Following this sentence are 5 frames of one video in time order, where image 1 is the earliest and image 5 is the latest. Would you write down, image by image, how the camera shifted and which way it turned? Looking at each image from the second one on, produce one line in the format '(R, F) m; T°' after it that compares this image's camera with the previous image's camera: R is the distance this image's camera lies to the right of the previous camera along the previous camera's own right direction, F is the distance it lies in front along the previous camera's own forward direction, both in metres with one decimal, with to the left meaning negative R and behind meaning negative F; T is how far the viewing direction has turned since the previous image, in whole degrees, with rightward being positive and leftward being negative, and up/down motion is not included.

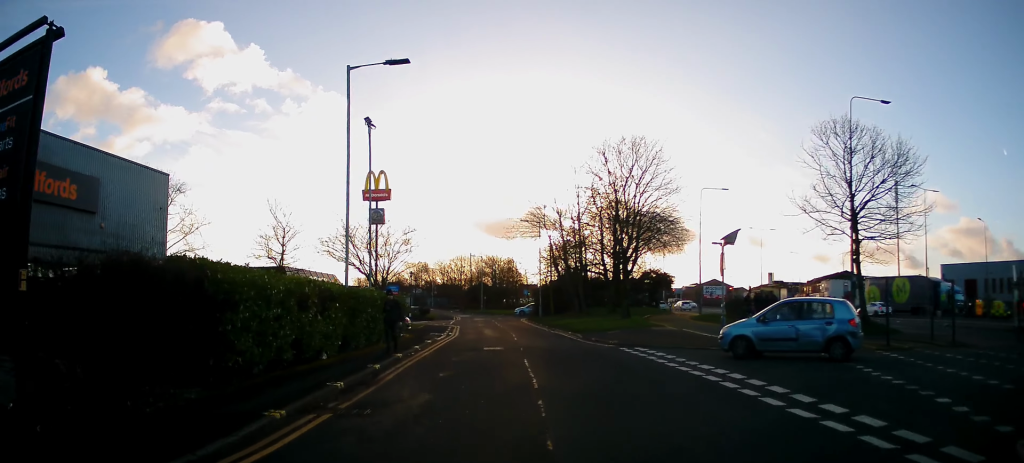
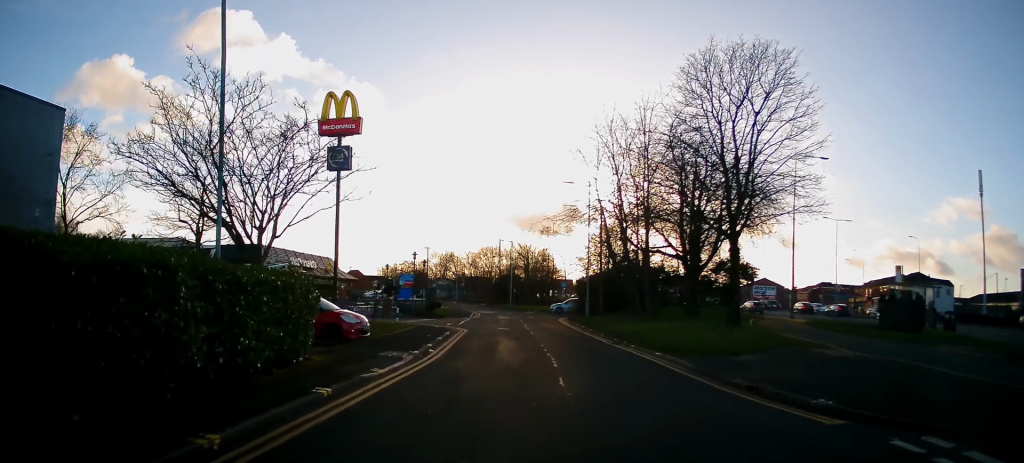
(+0.2, +13.5) m; -4°
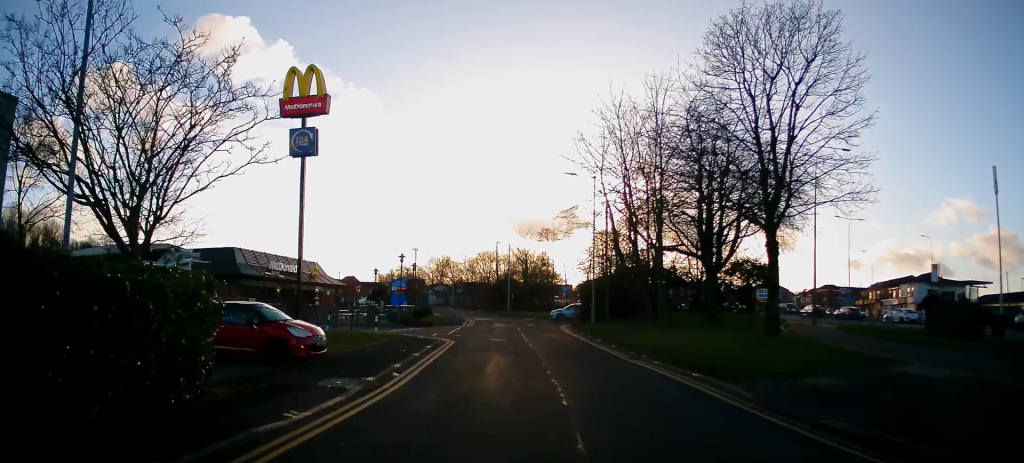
(0.0, +3.9) m; -2°
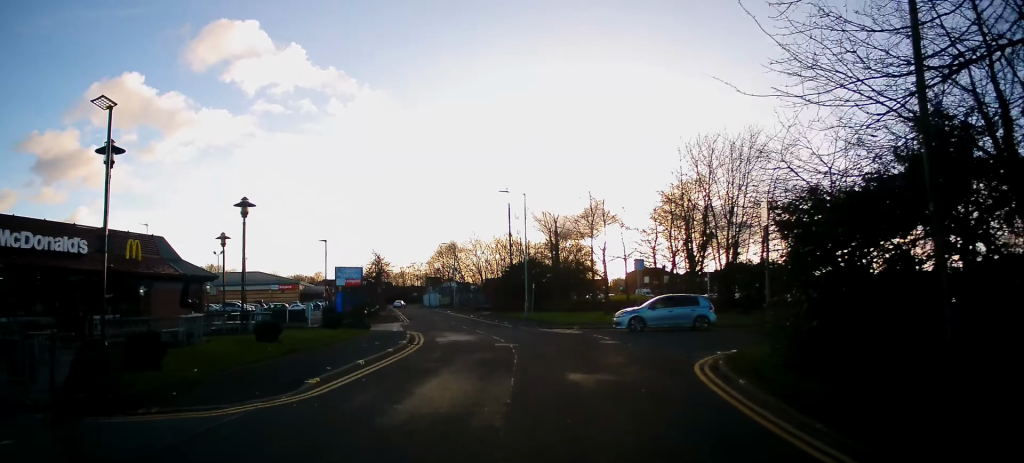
(+1.0, +29.5) m; +1°
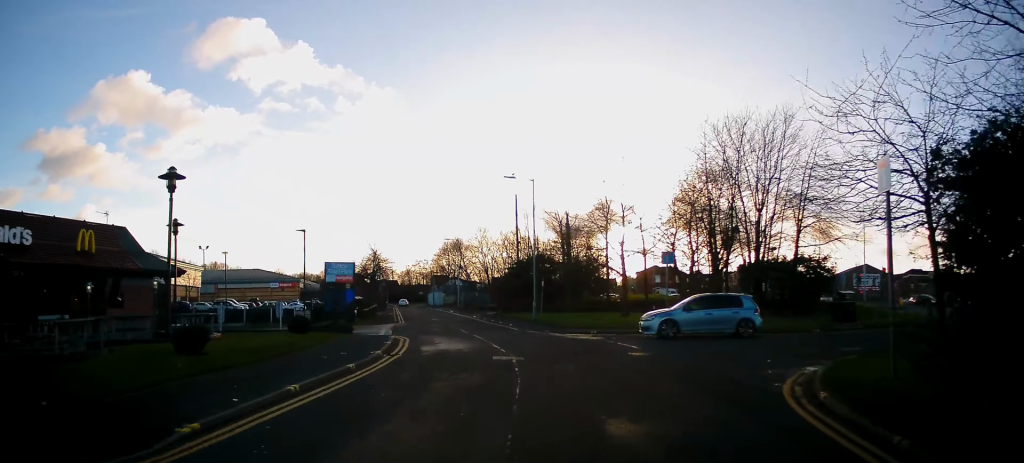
(+0.1, +4.3) m; -2°
